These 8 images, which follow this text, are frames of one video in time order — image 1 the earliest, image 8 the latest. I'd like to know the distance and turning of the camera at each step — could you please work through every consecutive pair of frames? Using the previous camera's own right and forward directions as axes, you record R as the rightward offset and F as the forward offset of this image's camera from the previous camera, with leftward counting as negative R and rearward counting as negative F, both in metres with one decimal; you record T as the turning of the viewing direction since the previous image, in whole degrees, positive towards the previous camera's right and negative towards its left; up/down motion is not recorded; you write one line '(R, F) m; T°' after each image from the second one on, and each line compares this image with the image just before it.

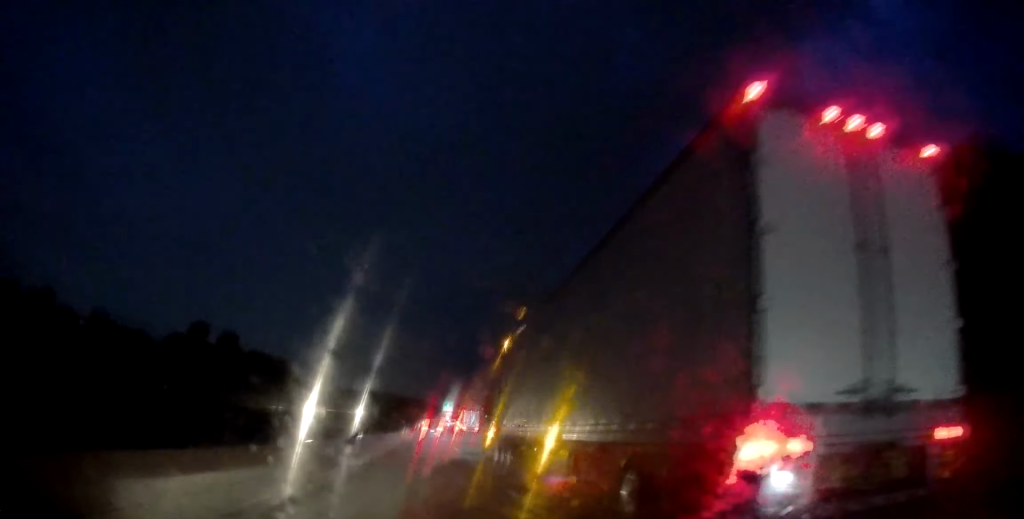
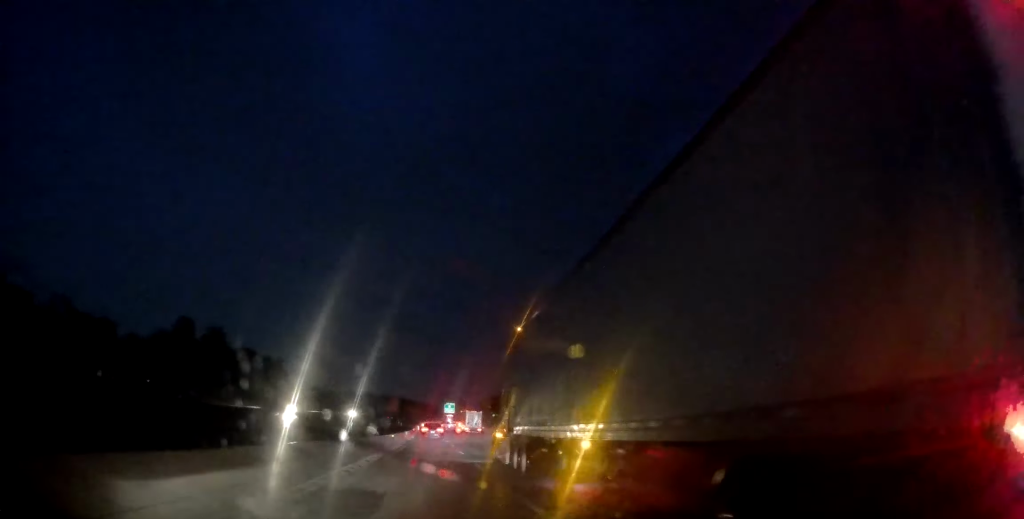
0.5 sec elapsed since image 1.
(-0.2, +14.4) m; 0°
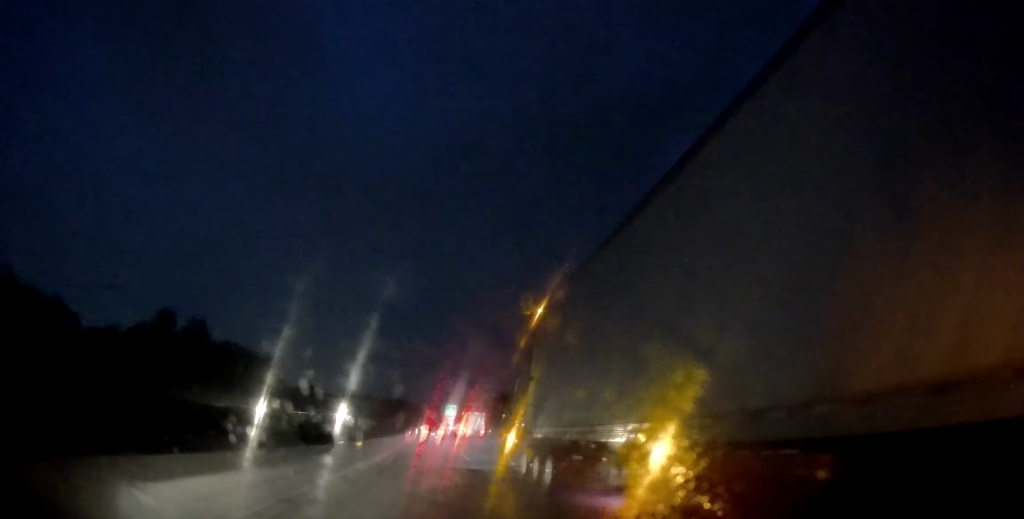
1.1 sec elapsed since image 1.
(0.0, +16.4) m; 0°
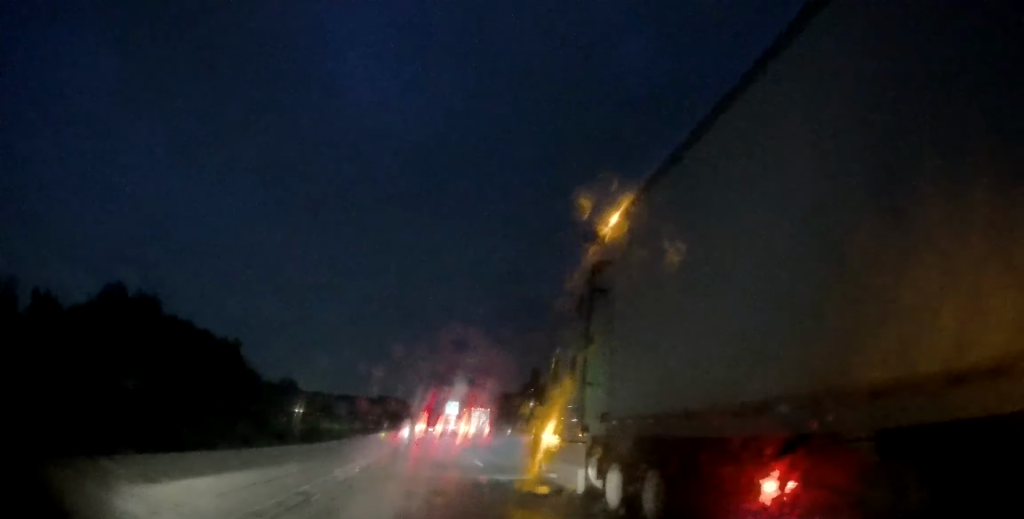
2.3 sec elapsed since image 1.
(+0.1, +35.1) m; 0°
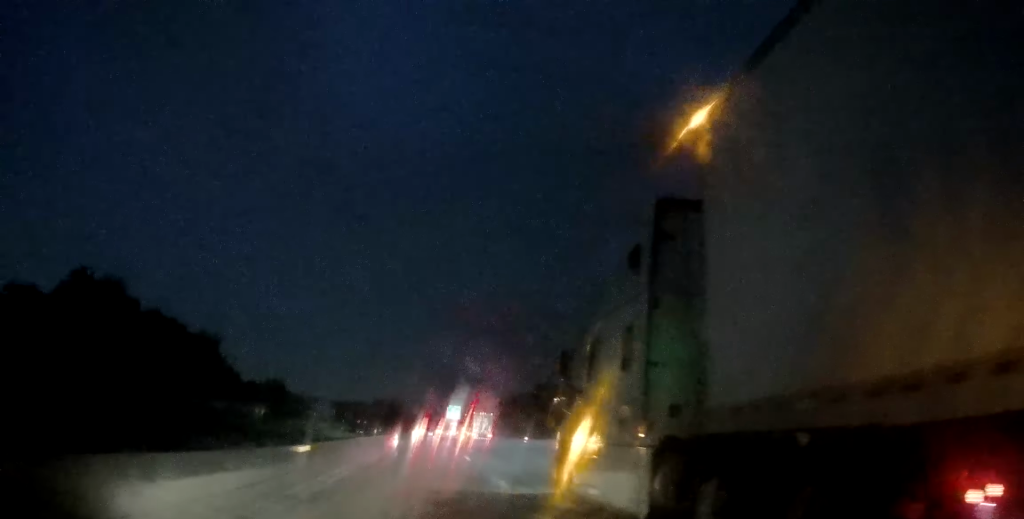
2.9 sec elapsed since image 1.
(0.0, +18.5) m; 0°
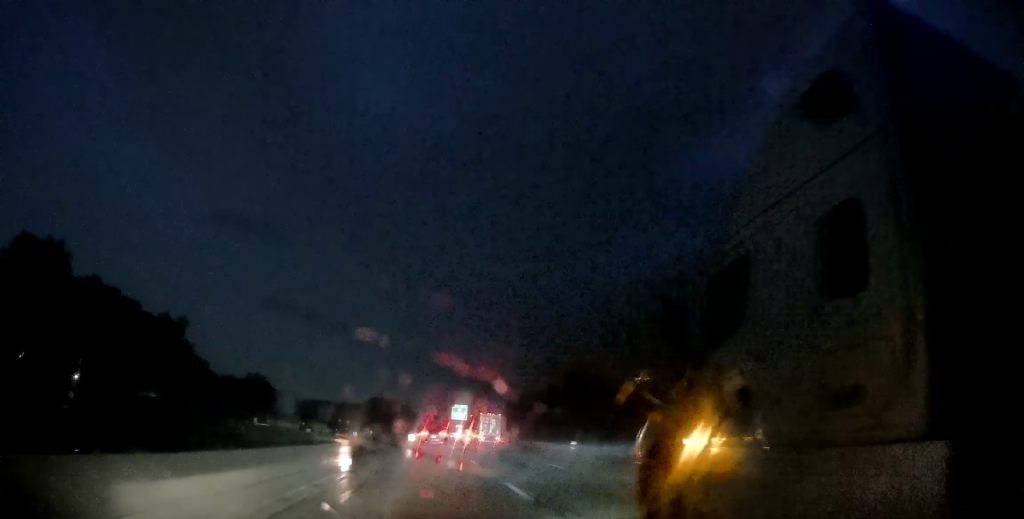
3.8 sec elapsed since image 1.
(0.0, +26.2) m; 0°
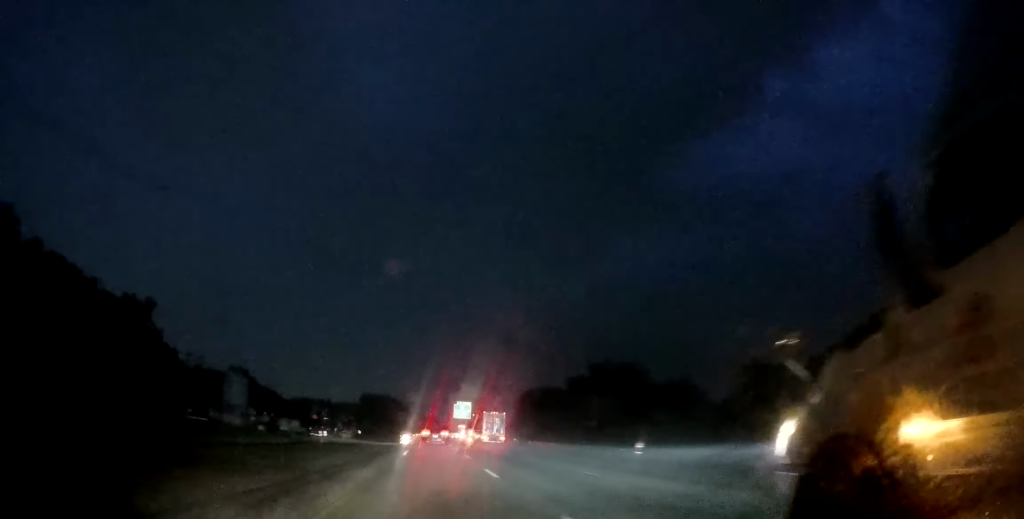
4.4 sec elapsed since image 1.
(0.0, +18.2) m; 0°
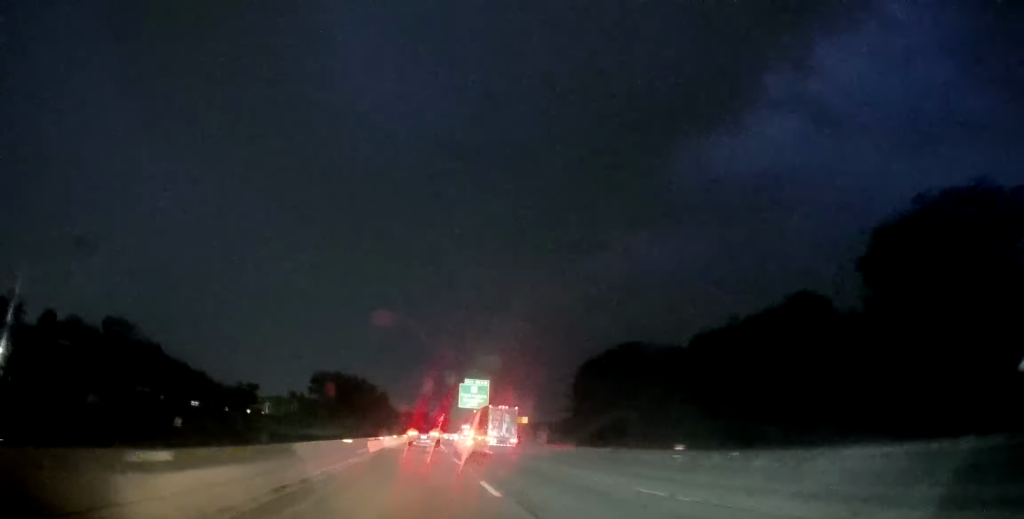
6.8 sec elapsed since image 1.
(+0.3, +69.1) m; +1°
